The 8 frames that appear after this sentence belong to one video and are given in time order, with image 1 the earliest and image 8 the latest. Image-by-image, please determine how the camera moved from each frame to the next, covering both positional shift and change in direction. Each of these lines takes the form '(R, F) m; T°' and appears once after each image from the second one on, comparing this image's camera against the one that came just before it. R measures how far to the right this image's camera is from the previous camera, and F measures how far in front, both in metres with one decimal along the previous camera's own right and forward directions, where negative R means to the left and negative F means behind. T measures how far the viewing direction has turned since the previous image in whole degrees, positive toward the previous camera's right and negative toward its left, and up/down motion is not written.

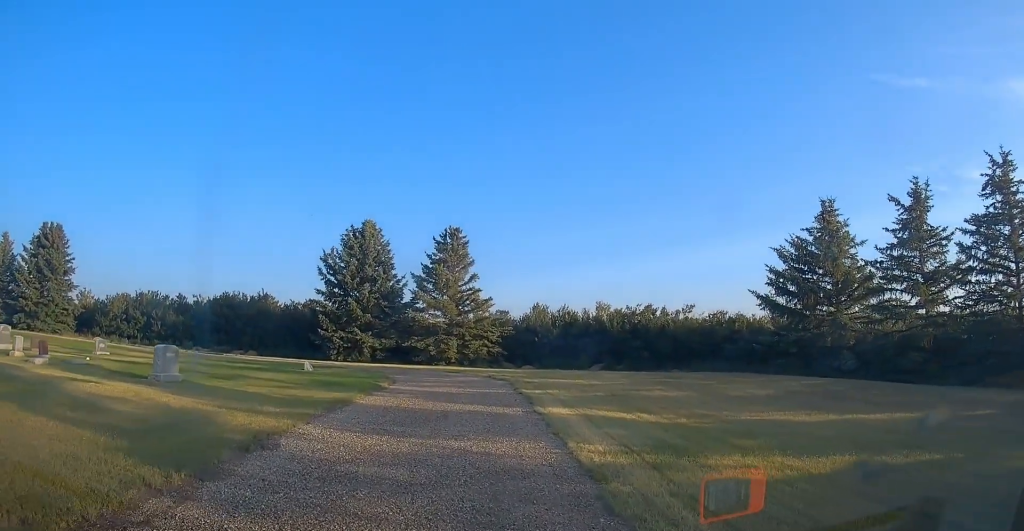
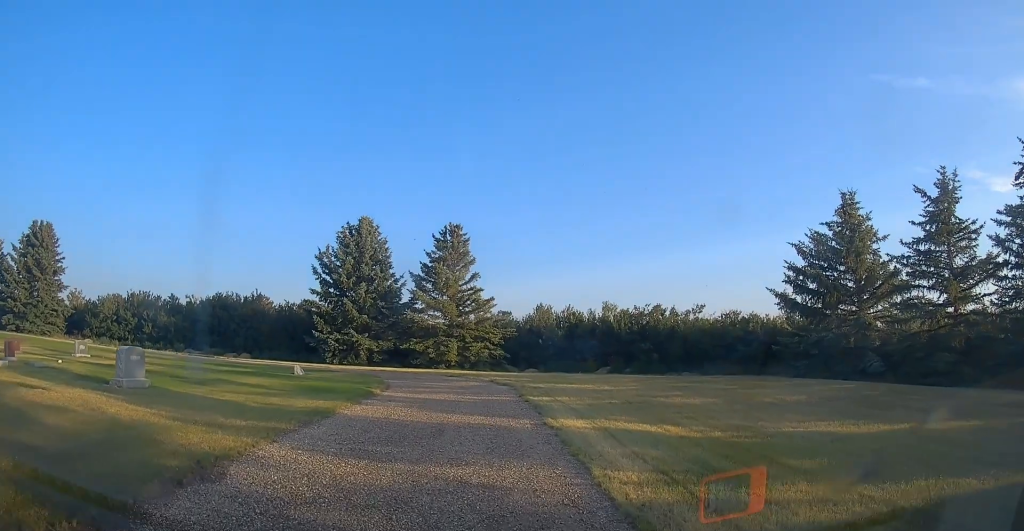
(0.0, +1.9) m; 0°
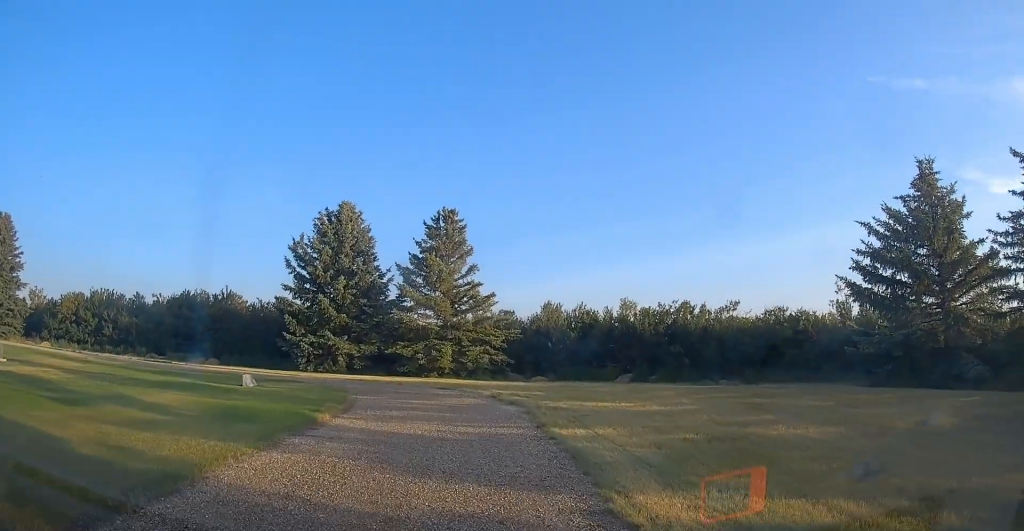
(0.0, +6.1) m; 0°
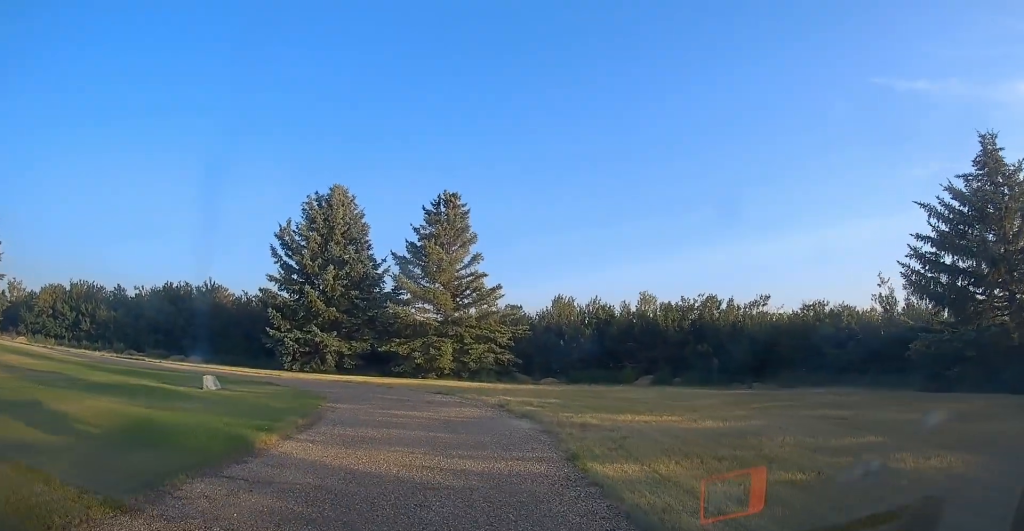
(0.0, +3.6) m; 0°
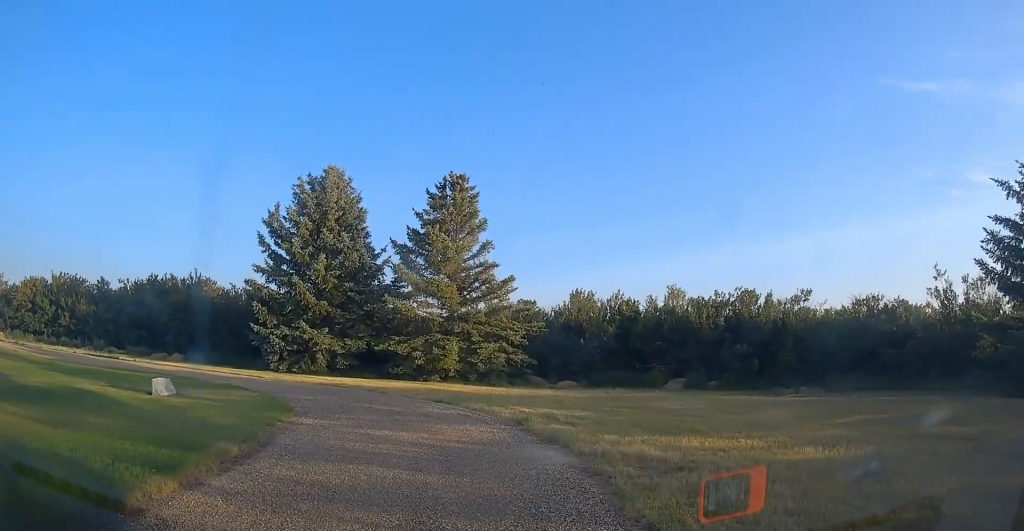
(0.0, +3.7) m; 0°
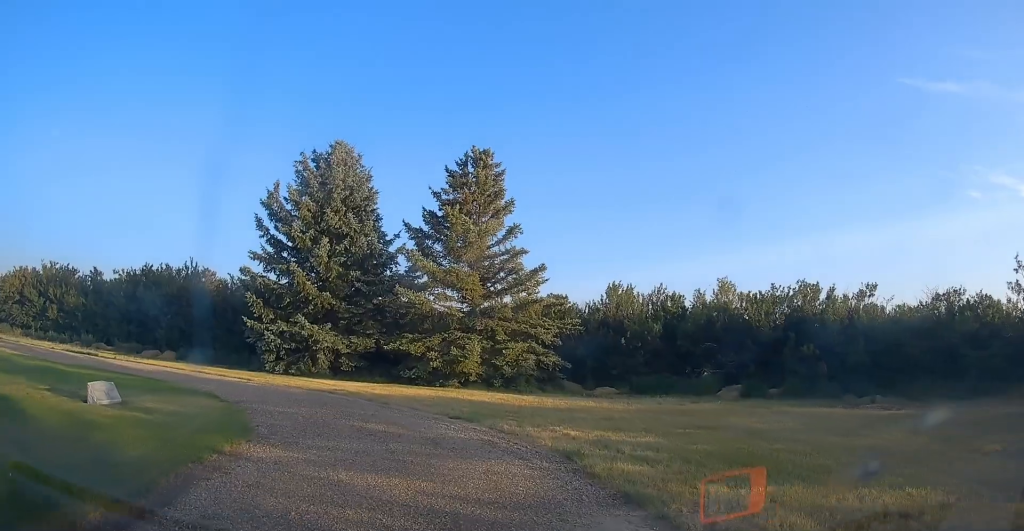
(0.0, +3.9) m; 0°
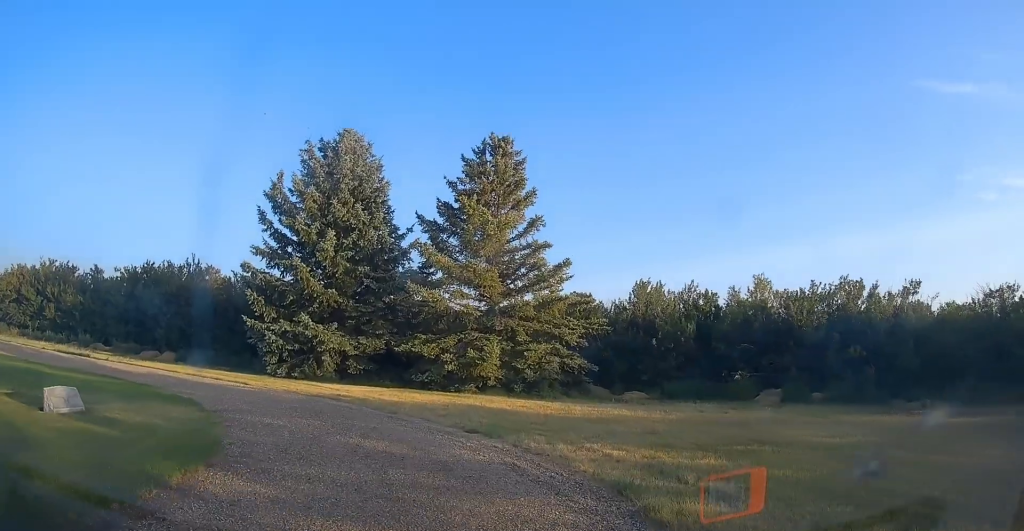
(0.0, +2.1) m; 0°
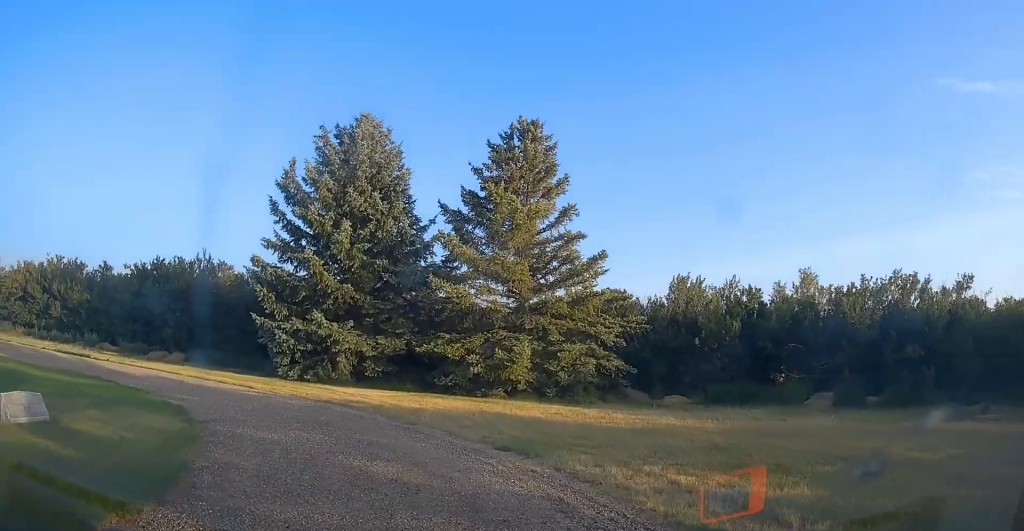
(0.0, +2.0) m; -3°
